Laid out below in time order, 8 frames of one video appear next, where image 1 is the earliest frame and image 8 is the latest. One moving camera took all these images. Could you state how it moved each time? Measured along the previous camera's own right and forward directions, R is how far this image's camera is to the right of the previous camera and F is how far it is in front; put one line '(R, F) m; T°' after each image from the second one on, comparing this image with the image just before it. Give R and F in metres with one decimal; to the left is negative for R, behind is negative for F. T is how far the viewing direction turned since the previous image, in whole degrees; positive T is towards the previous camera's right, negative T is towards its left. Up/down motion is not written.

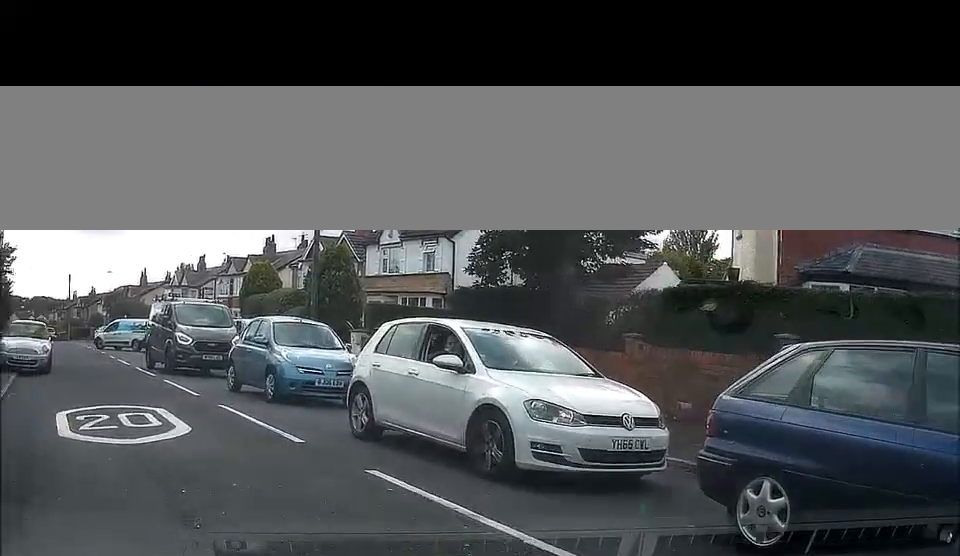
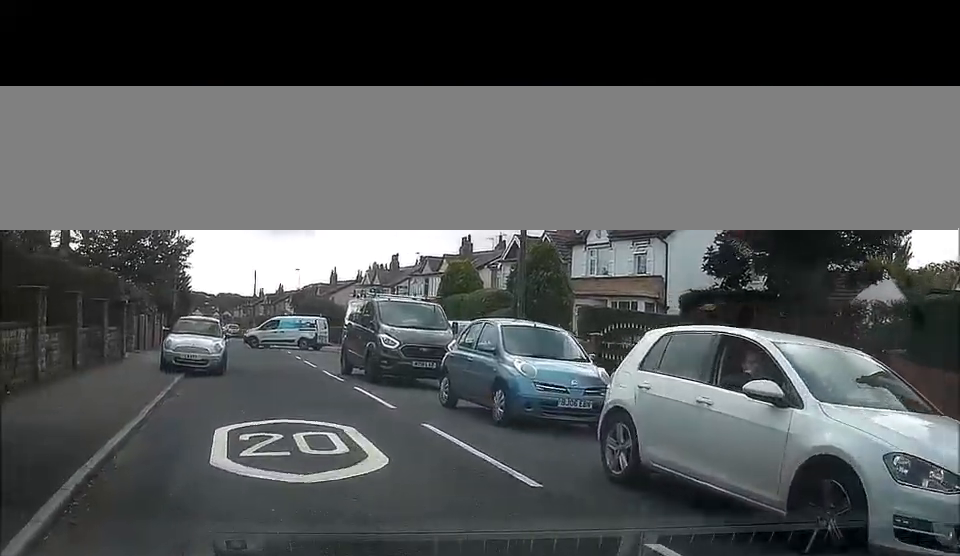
(-0.6, +2.0) m; -25°
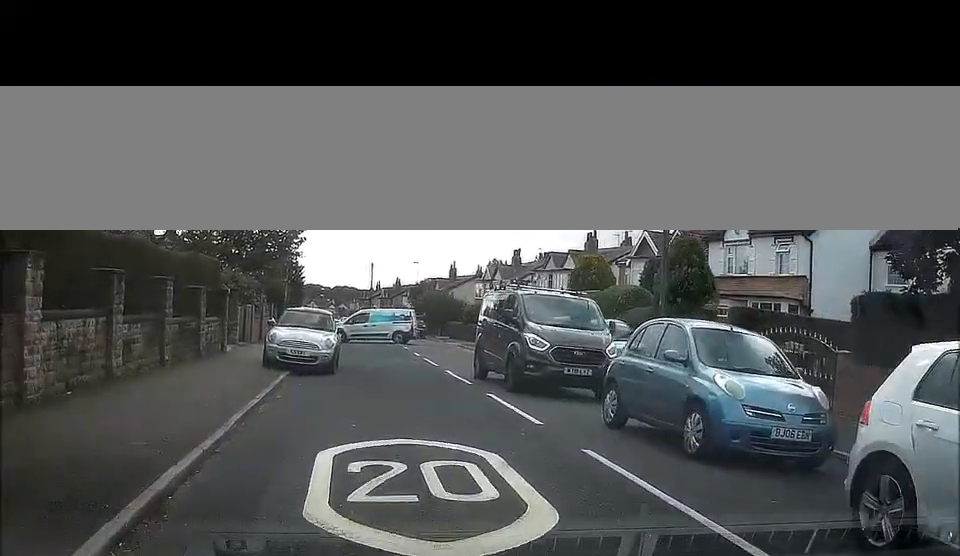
(-0.5, +2.0) m; -13°
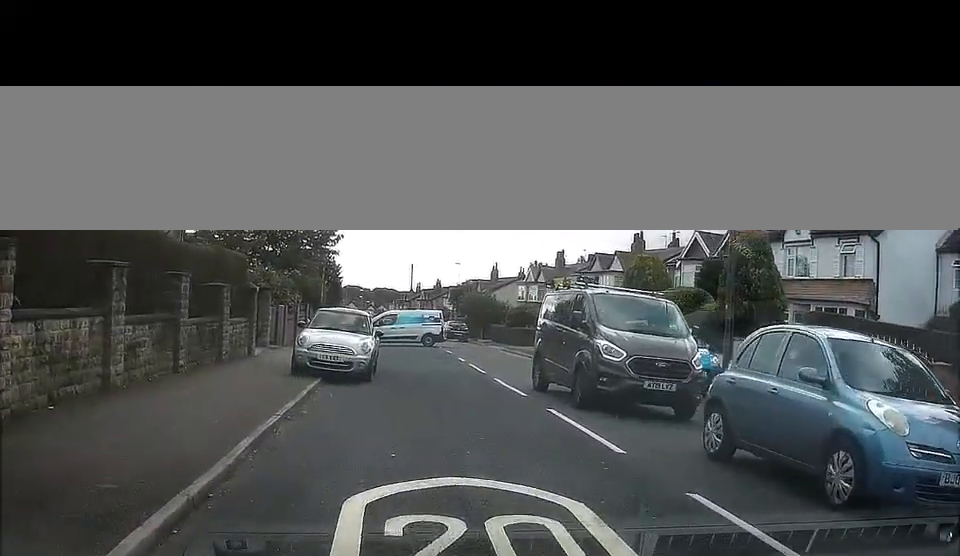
(-0.2, +1.7) m; -7°
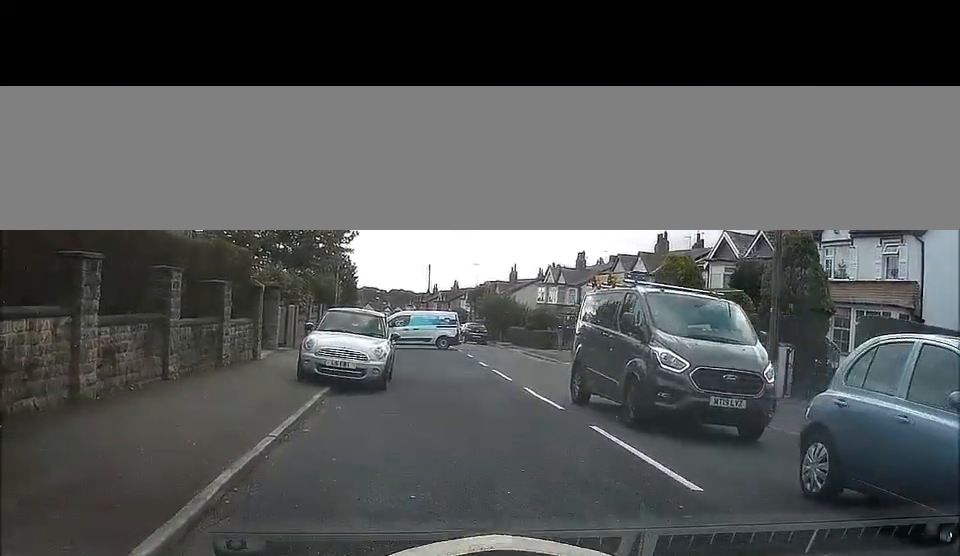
(0.0, +1.6) m; +2°
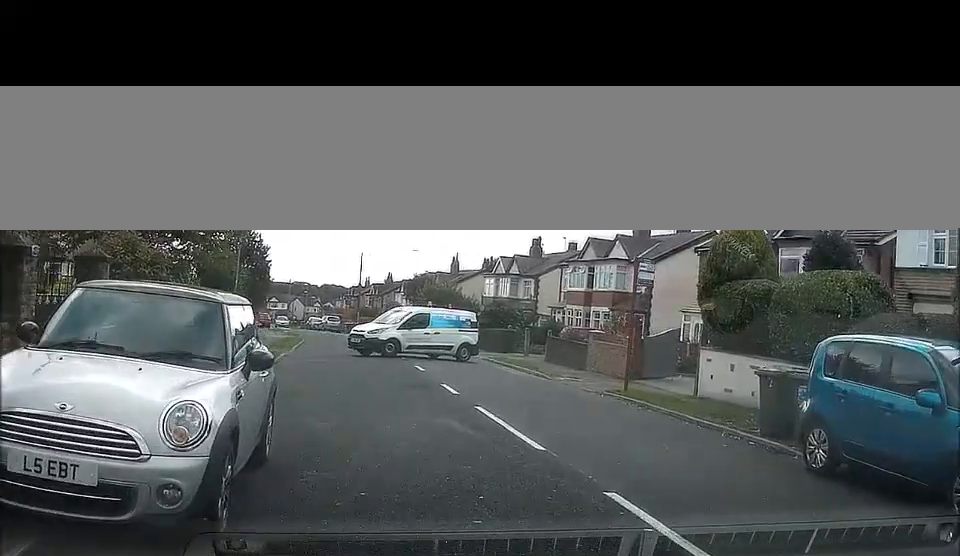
(+0.7, +10.5) m; +8°
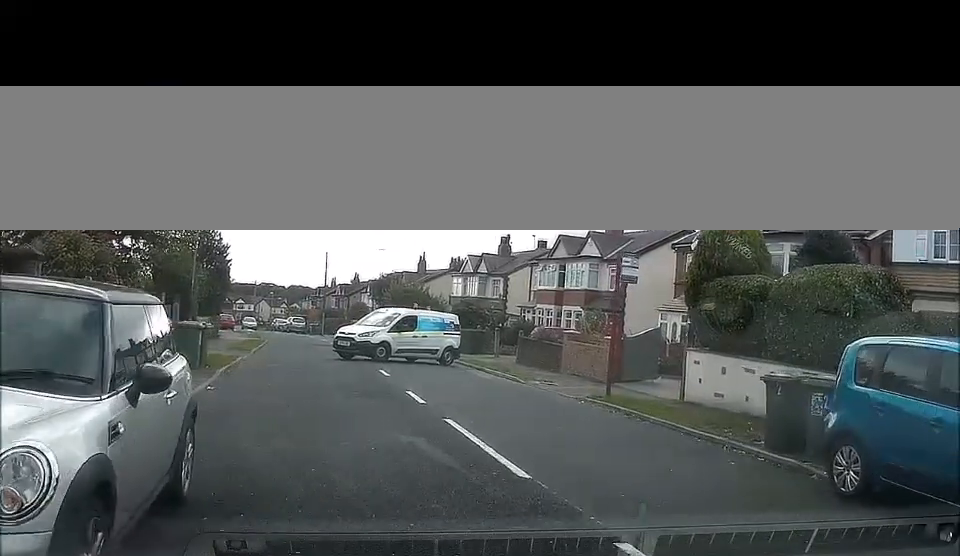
(+0.2, +1.7) m; +1°
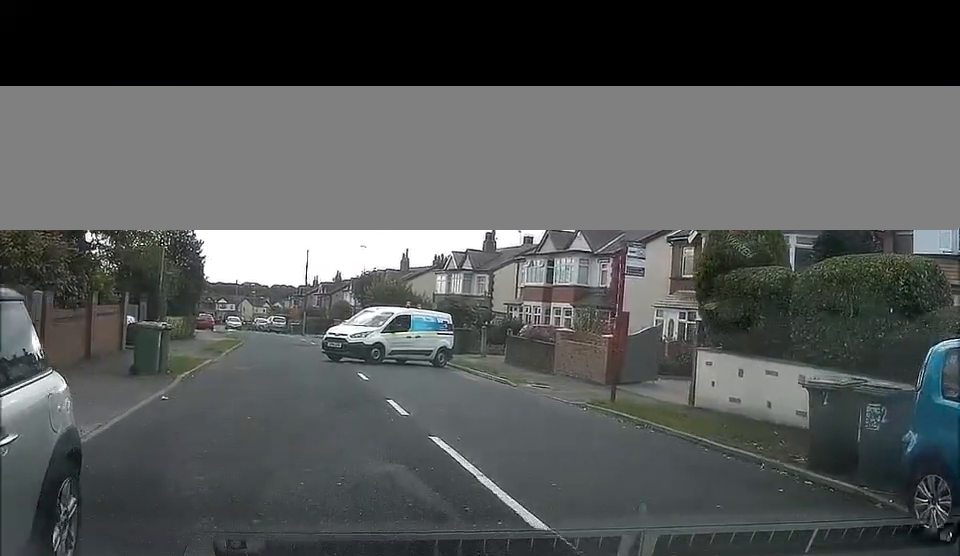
(+0.1, +1.9) m; 0°
